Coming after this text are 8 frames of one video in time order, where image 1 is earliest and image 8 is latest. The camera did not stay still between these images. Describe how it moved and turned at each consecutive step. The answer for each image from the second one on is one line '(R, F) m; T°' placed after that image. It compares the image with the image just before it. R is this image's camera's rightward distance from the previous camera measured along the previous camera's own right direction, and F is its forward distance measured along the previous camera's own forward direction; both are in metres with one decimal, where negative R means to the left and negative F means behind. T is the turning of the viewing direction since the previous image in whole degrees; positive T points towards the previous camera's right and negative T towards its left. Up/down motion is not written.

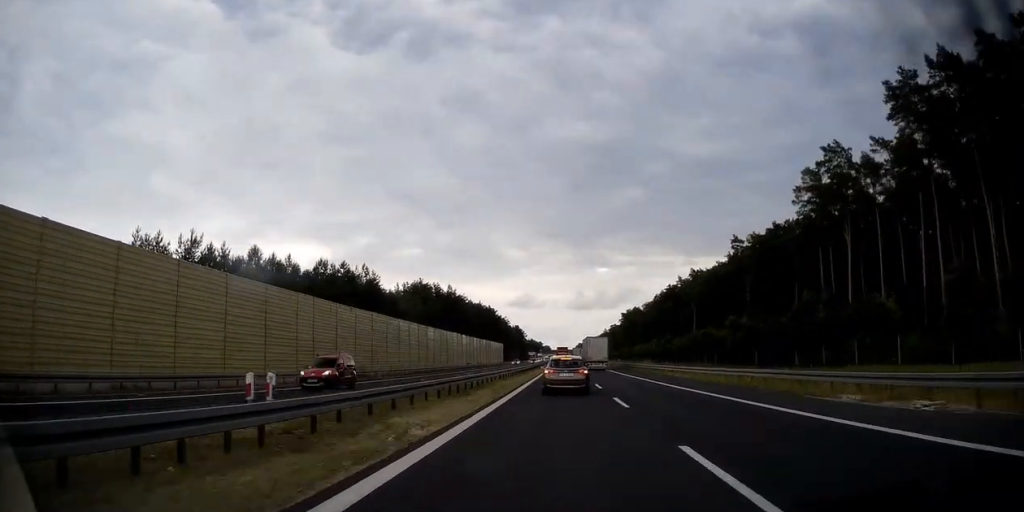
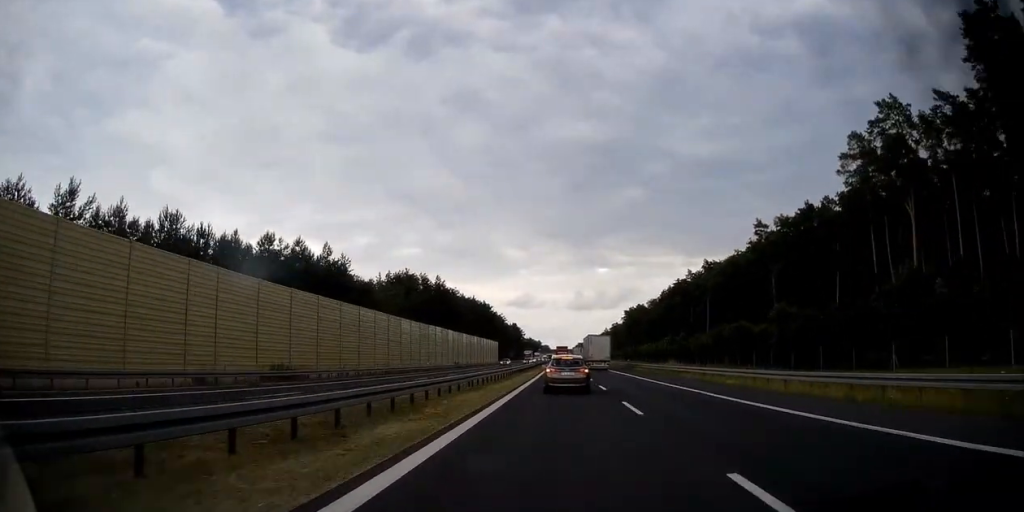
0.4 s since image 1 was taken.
(+0.1, +14.4) m; 0°
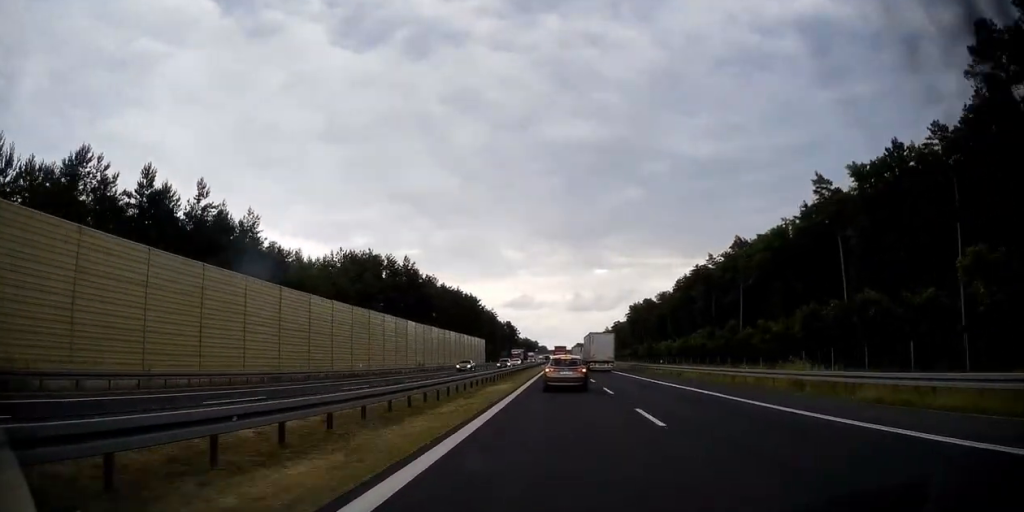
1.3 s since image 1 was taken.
(-0.1, +27.0) m; 0°
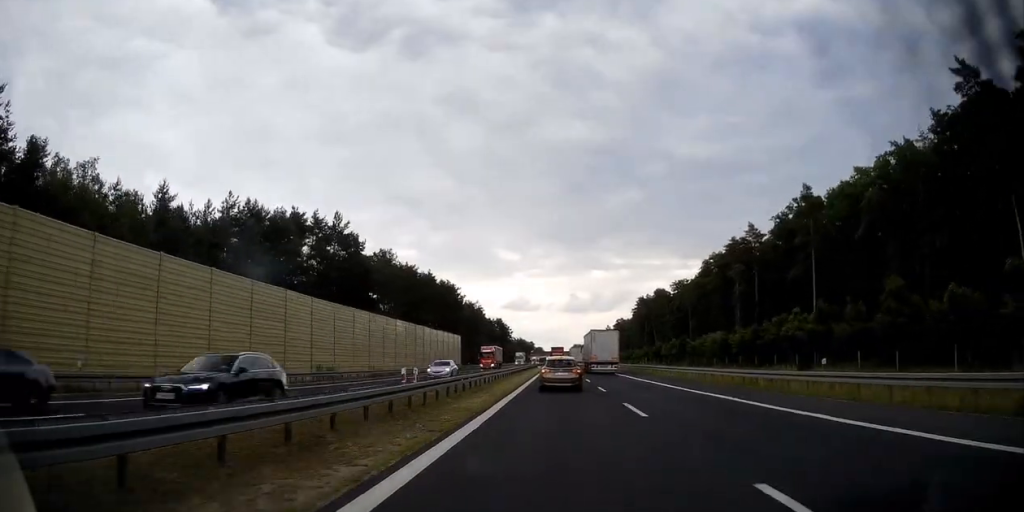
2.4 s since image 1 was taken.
(+0.1, +34.5) m; 0°
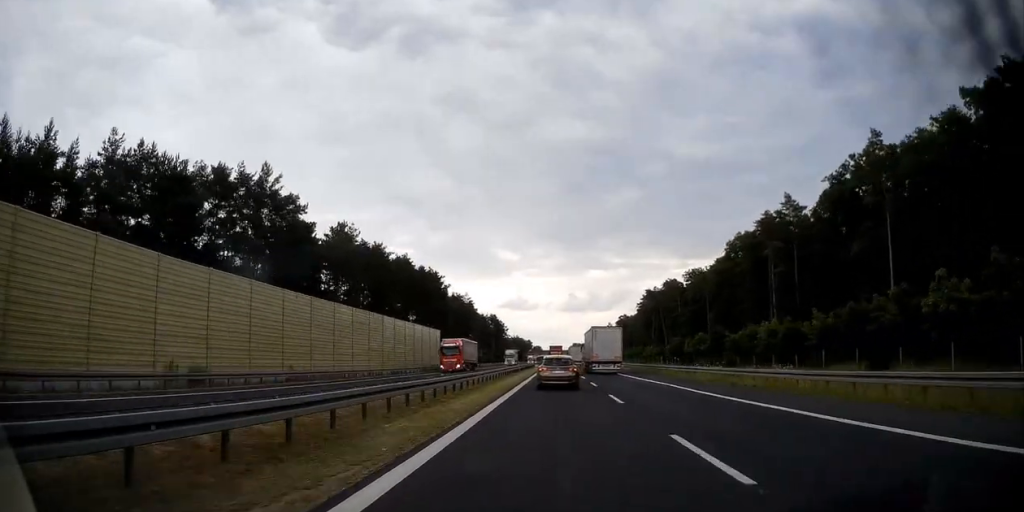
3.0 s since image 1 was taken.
(+0.1, +20.2) m; 0°
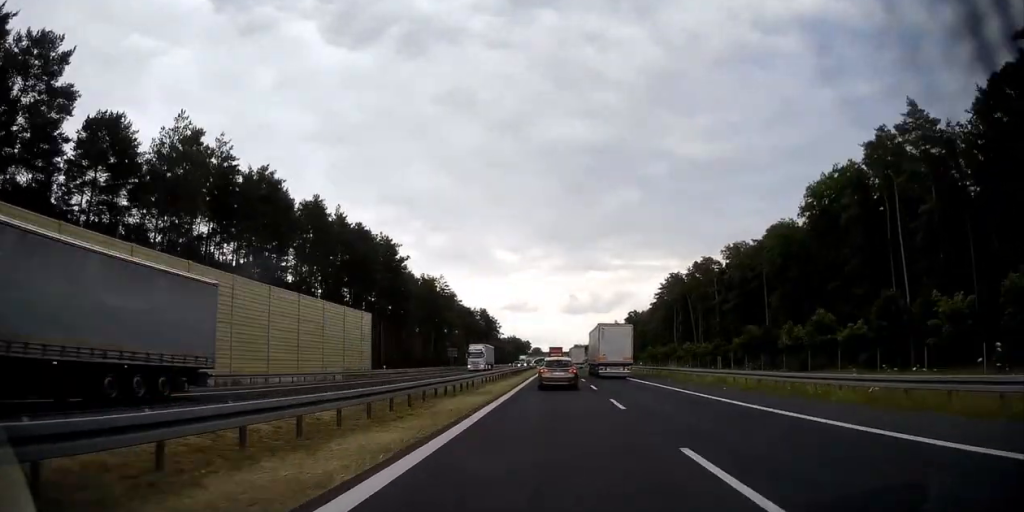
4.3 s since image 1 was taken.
(+0.2, +38.1) m; 0°
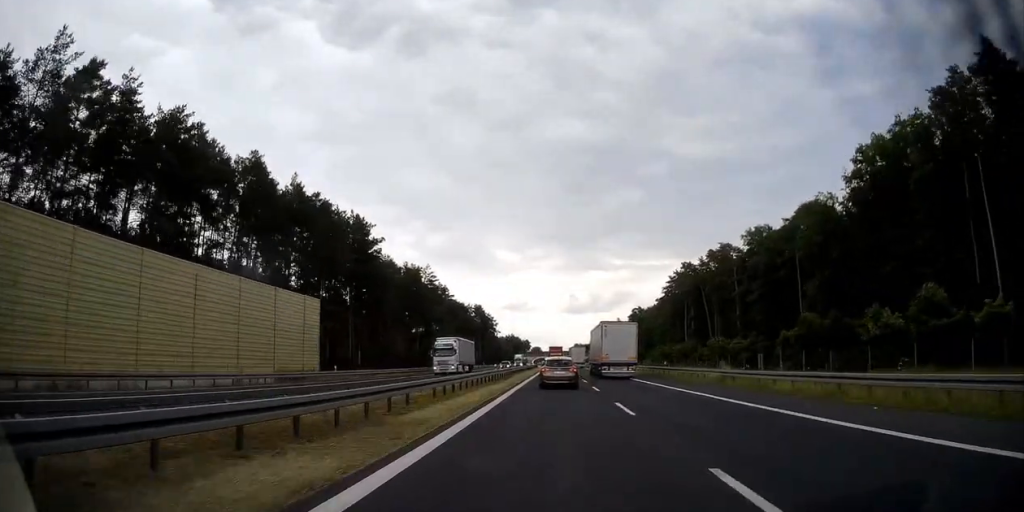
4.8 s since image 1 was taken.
(0.0, +14.3) m; 0°
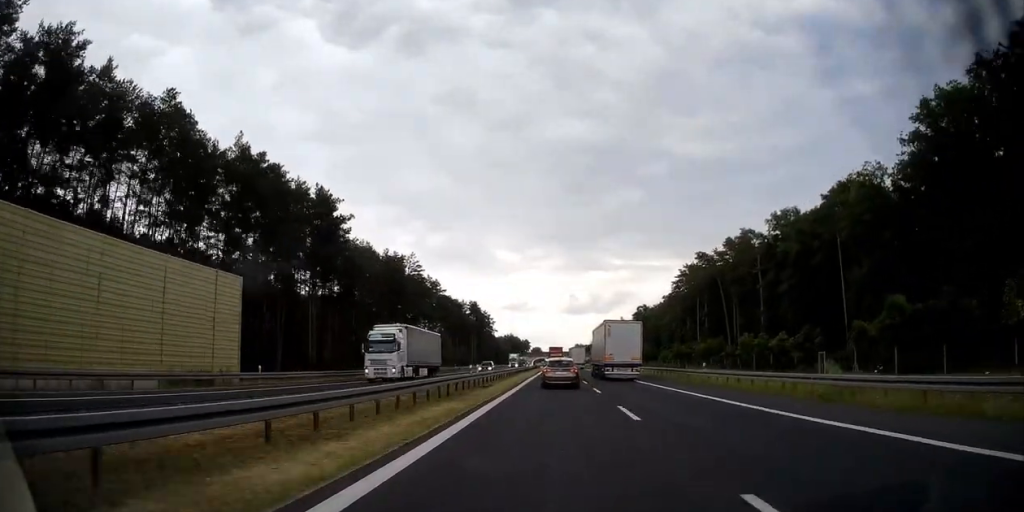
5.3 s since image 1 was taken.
(-0.1, +13.1) m; 0°
